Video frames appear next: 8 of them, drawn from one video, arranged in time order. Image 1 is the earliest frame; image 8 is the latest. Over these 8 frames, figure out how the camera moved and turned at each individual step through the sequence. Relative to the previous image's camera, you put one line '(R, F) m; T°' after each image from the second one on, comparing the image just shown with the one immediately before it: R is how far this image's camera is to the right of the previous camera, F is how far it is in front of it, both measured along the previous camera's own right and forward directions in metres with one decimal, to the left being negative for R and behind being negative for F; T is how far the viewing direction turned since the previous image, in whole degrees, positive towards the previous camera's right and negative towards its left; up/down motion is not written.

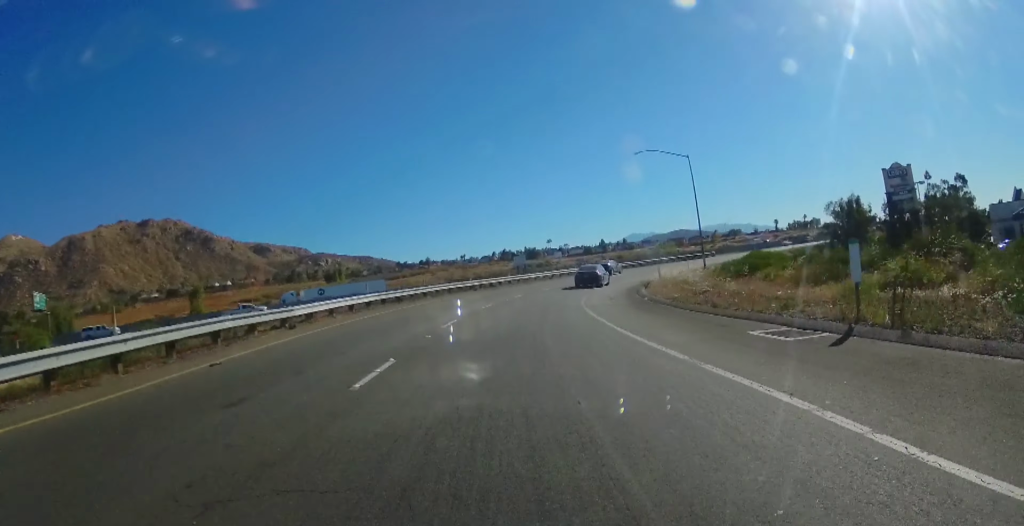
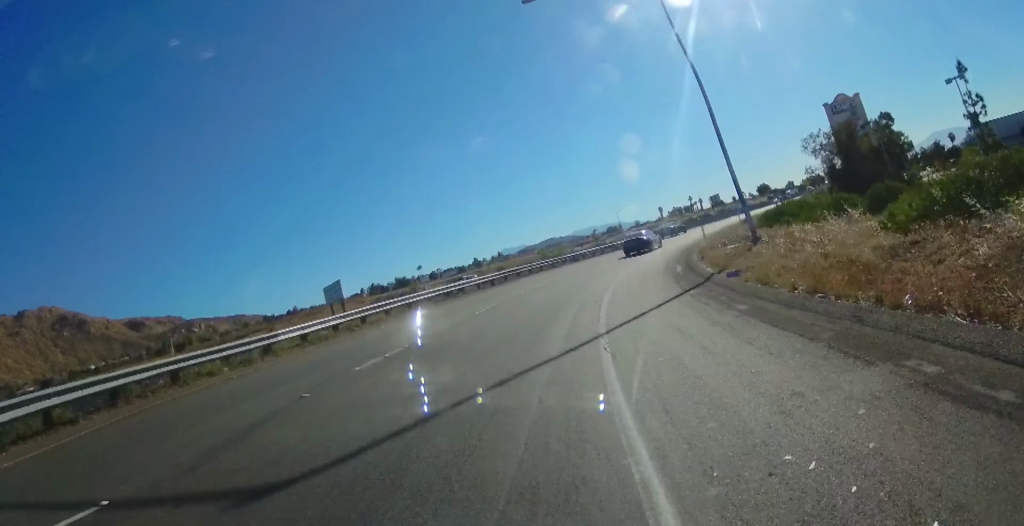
(+5.2, +34.0) m; +19°
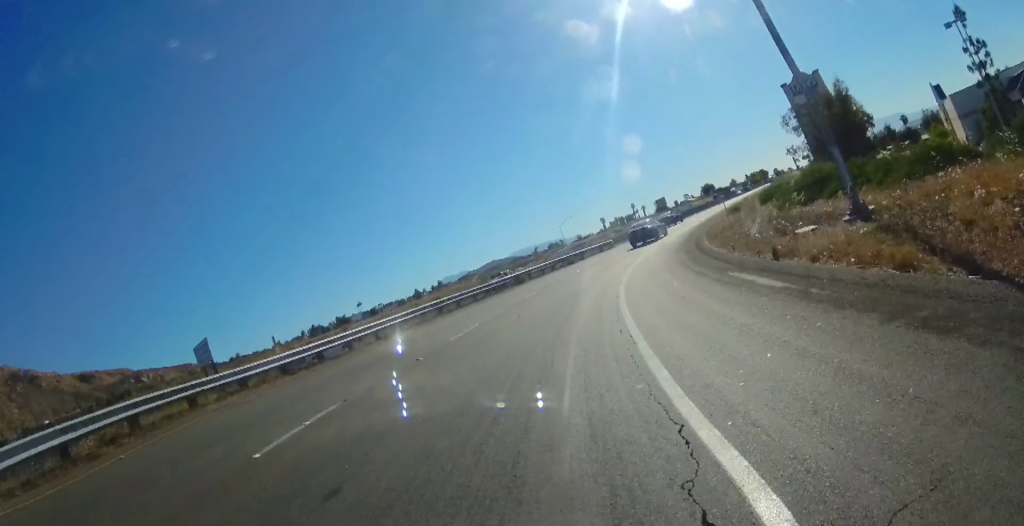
(+0.2, +10.8) m; +6°
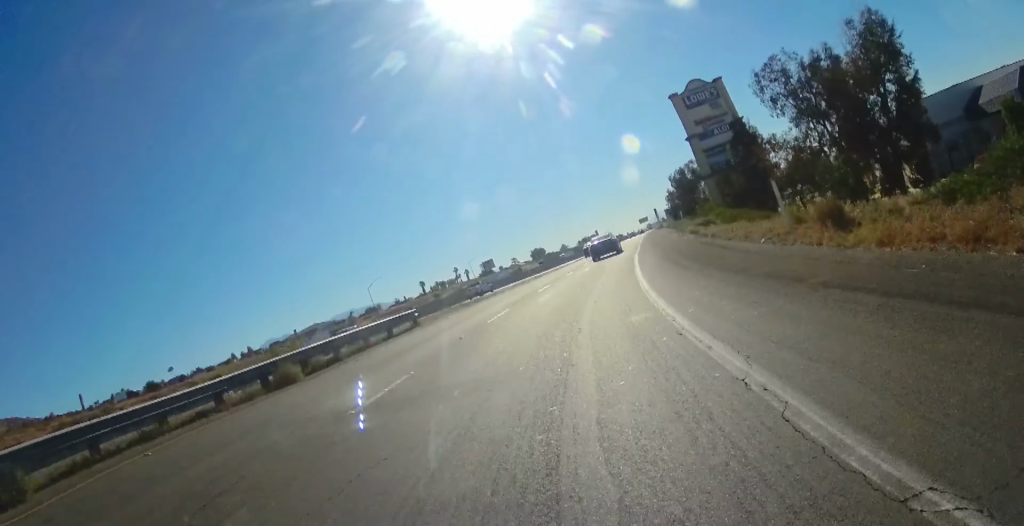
(+4.7, +27.7) m; +17°
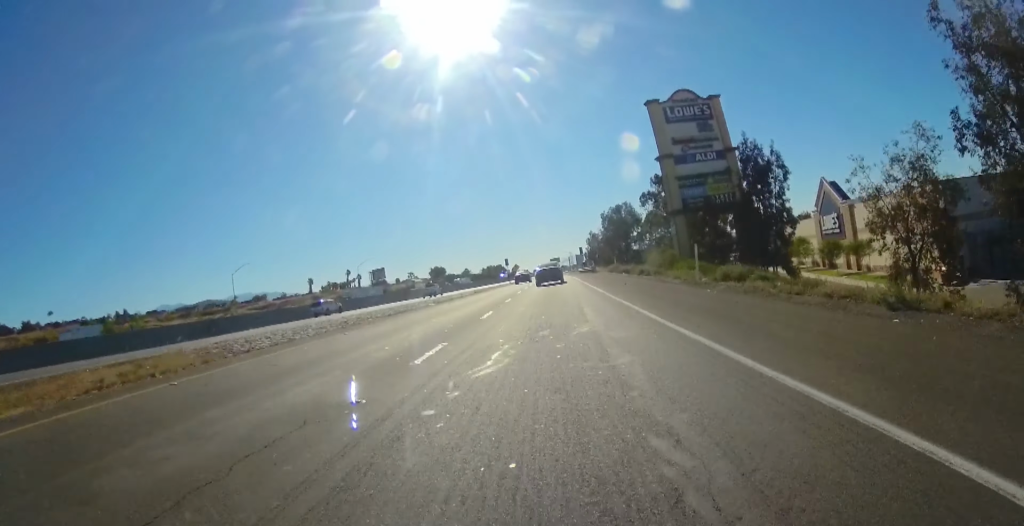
(+2.0, +21.1) m; +7°
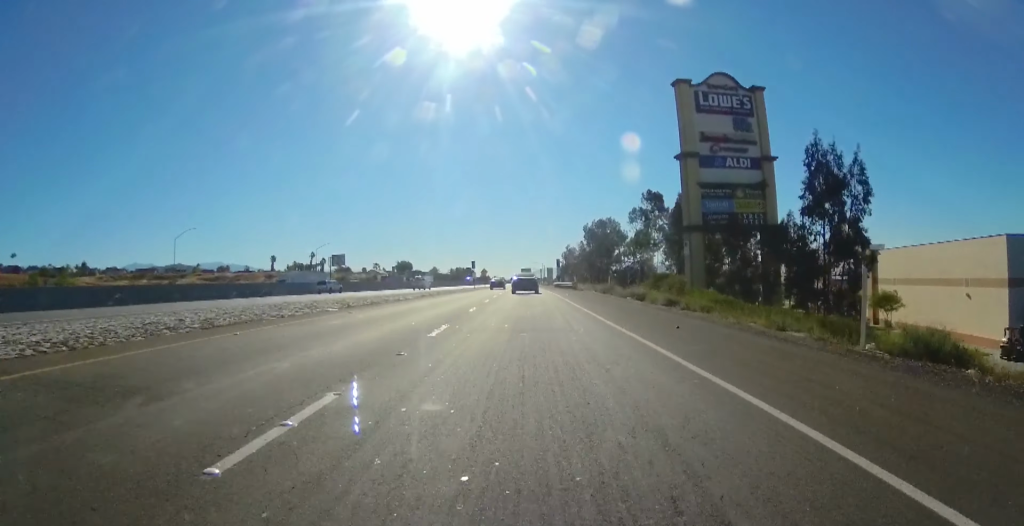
(+0.3, +12.7) m; +1°
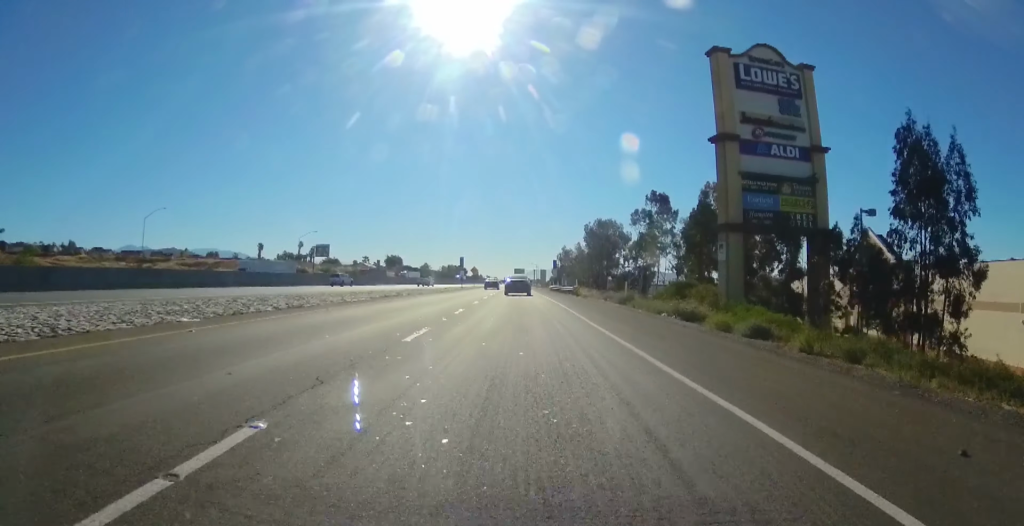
(-0.1, +9.2) m; -1°
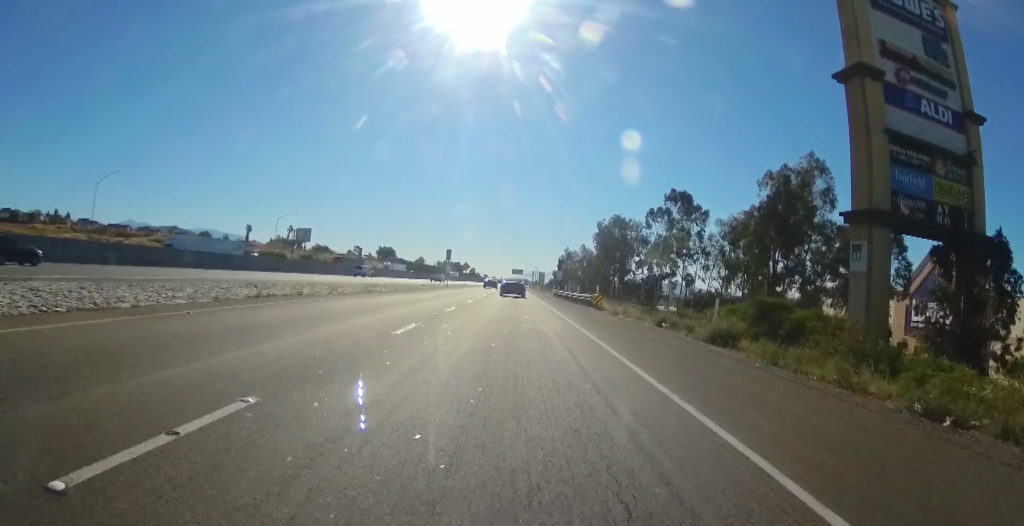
(-0.1, +15.0) m; 0°
